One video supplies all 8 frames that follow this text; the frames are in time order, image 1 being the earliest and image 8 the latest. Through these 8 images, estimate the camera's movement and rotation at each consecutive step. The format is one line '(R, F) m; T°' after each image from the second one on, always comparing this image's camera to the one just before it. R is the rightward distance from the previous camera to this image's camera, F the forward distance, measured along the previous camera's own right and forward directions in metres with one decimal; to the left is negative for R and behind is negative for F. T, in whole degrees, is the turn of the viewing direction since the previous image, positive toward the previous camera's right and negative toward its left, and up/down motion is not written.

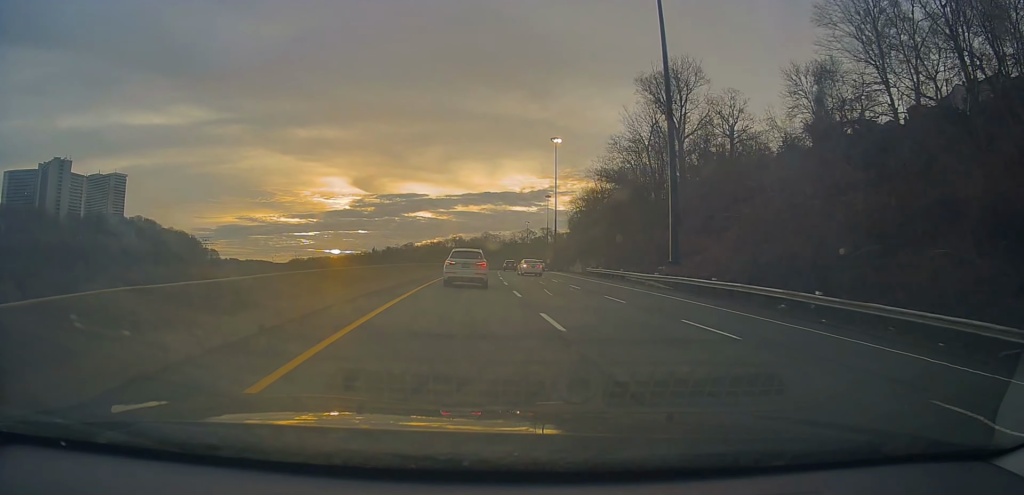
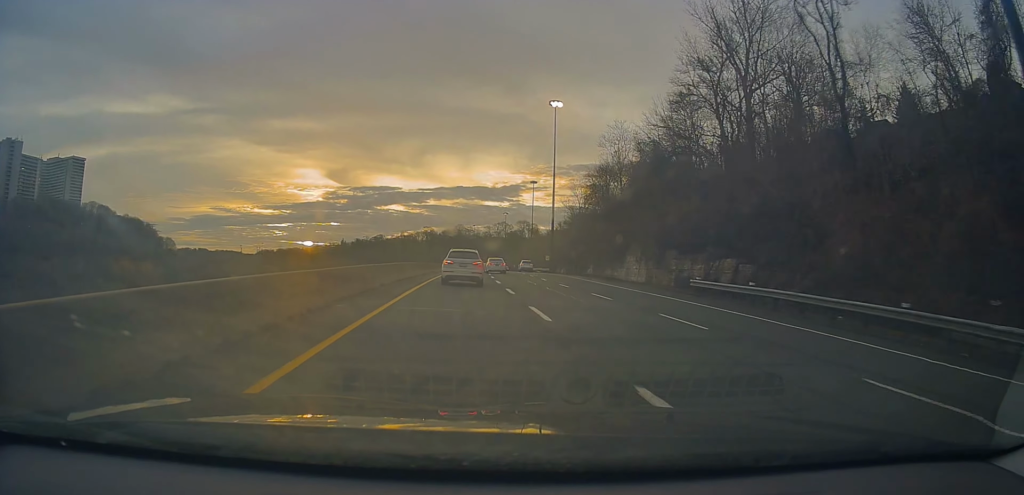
(+0.2, +34.4) m; +1°
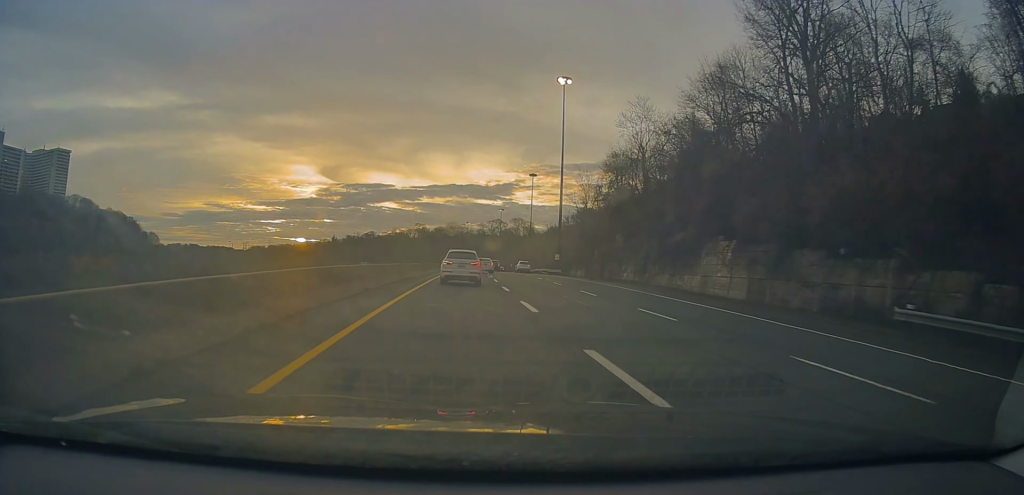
(+0.2, +15.8) m; +1°
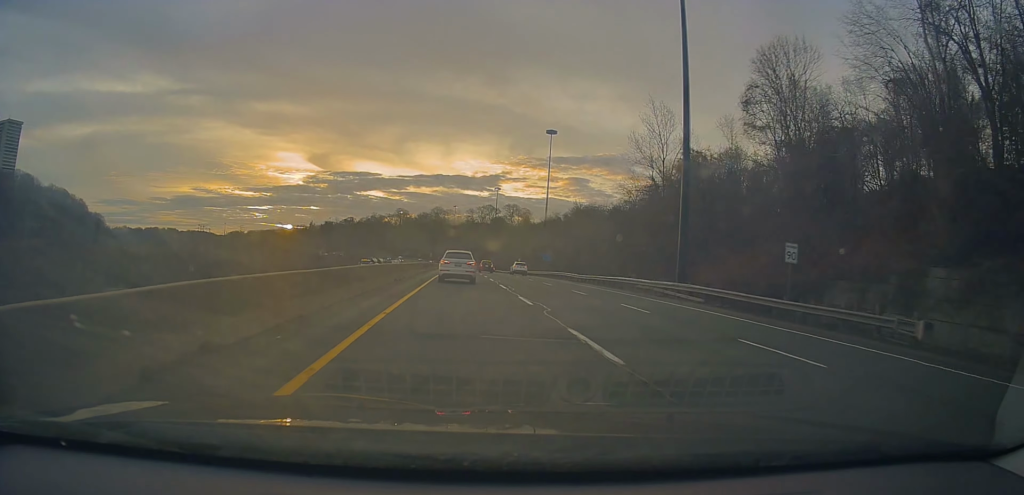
(+1.1, +59.6) m; +2°
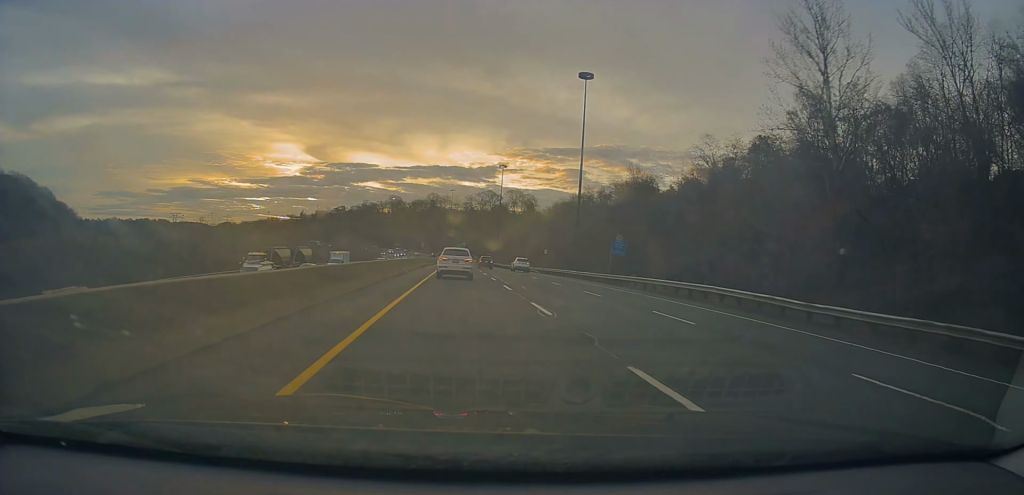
(+0.3, +39.3) m; +1°
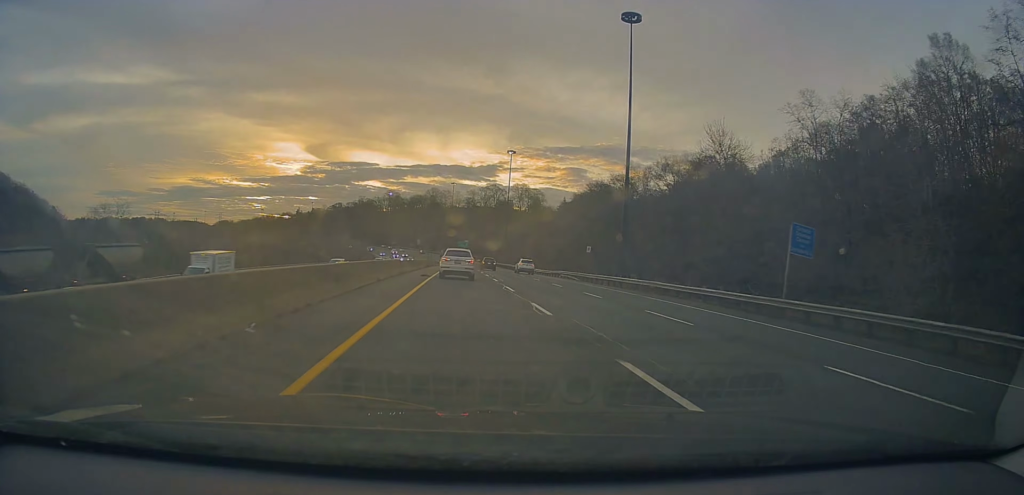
(+0.3, +26.5) m; 0°
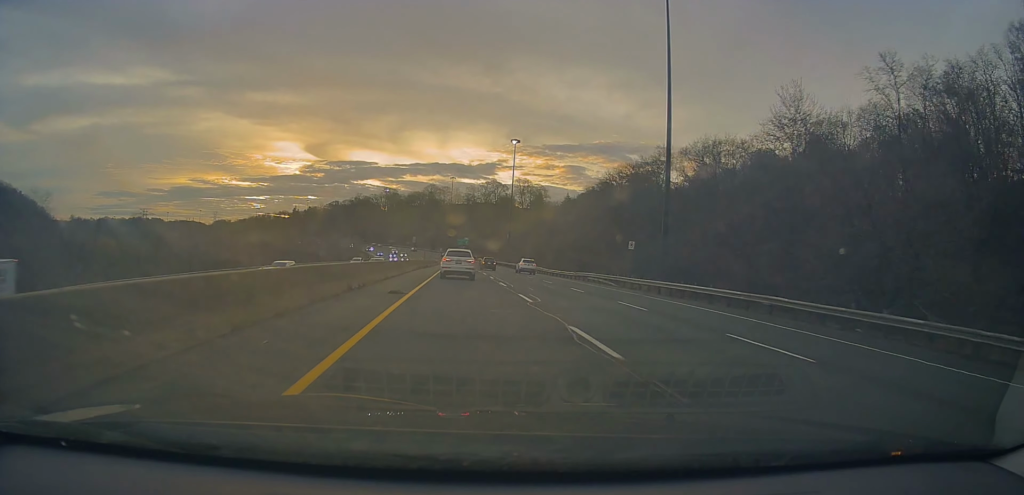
(-0.1, +14.3) m; -1°
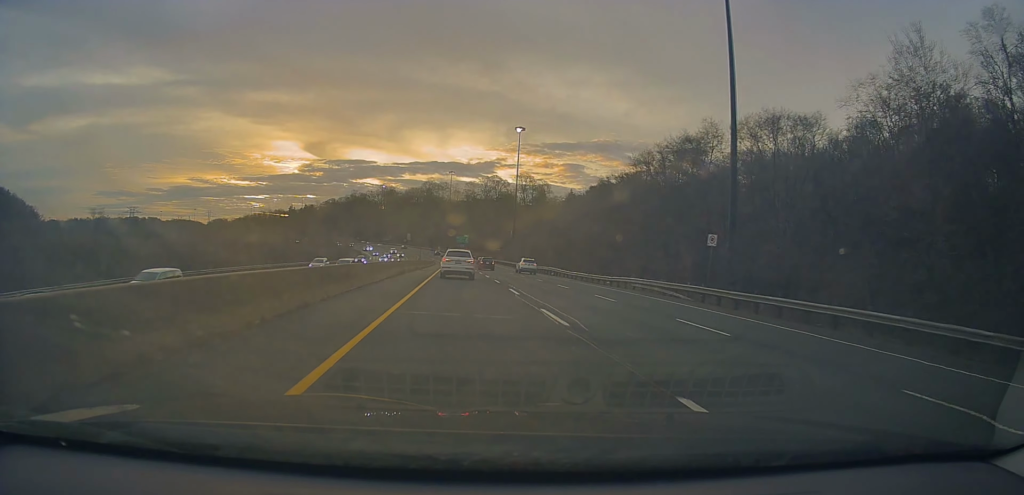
(0.0, +14.3) m; -1°
